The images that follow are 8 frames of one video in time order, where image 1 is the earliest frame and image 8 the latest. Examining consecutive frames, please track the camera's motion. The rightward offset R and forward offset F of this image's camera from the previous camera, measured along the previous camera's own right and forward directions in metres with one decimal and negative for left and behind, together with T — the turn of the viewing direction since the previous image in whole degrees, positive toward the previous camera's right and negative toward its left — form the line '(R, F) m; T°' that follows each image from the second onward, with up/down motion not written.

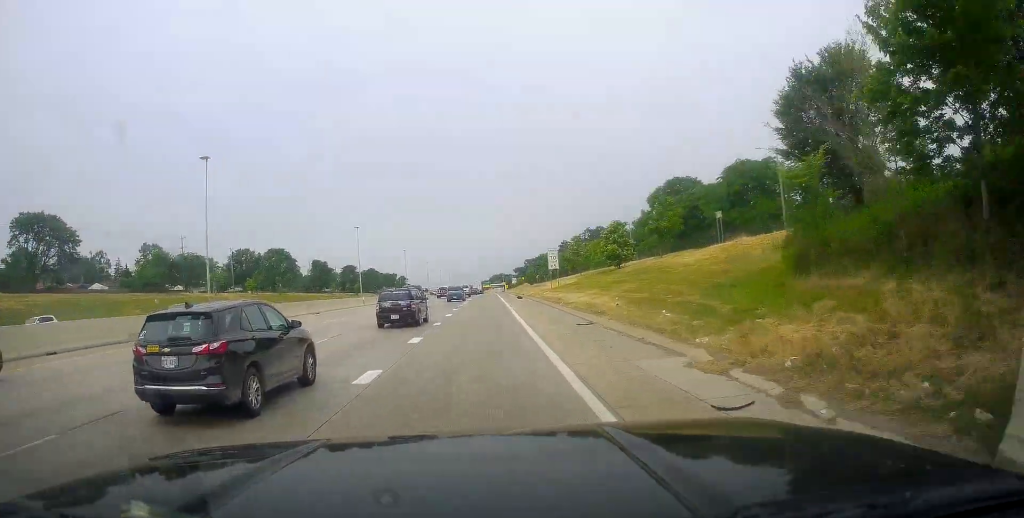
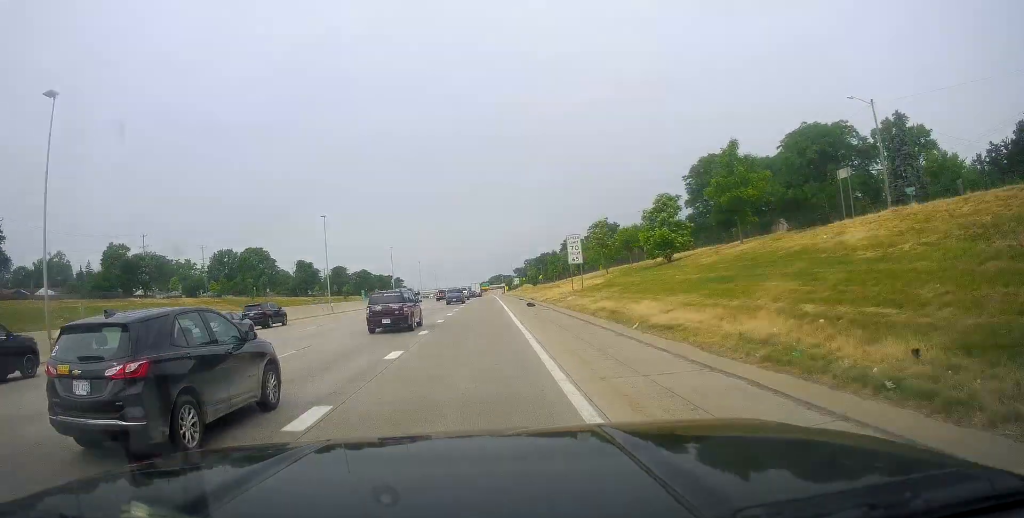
(-0.3, +18.8) m; -1°
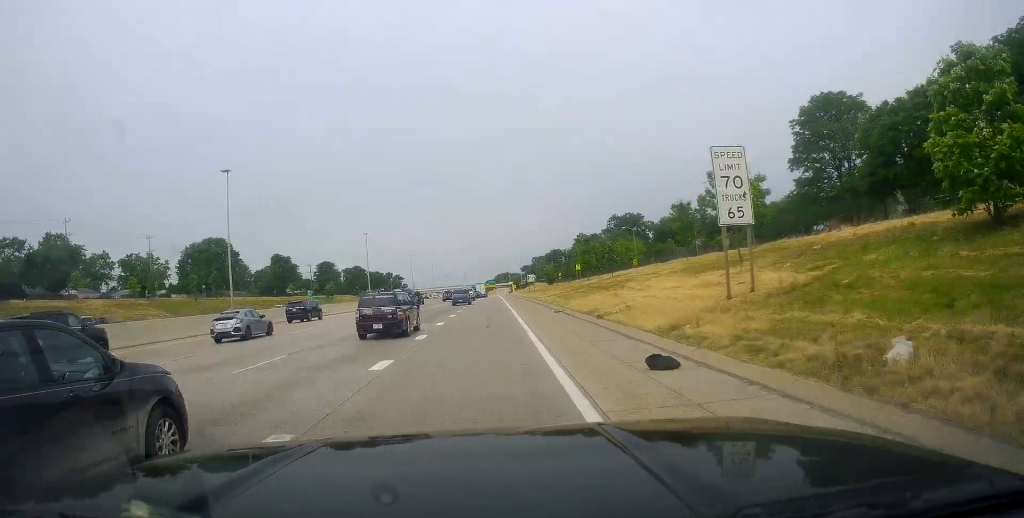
(-0.2, +32.0) m; 0°
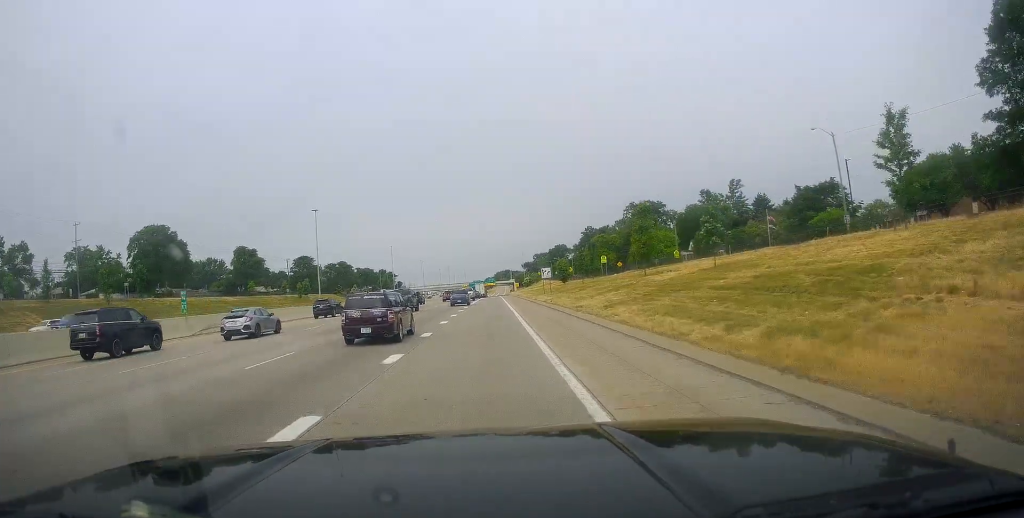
(0.0, +29.2) m; 0°
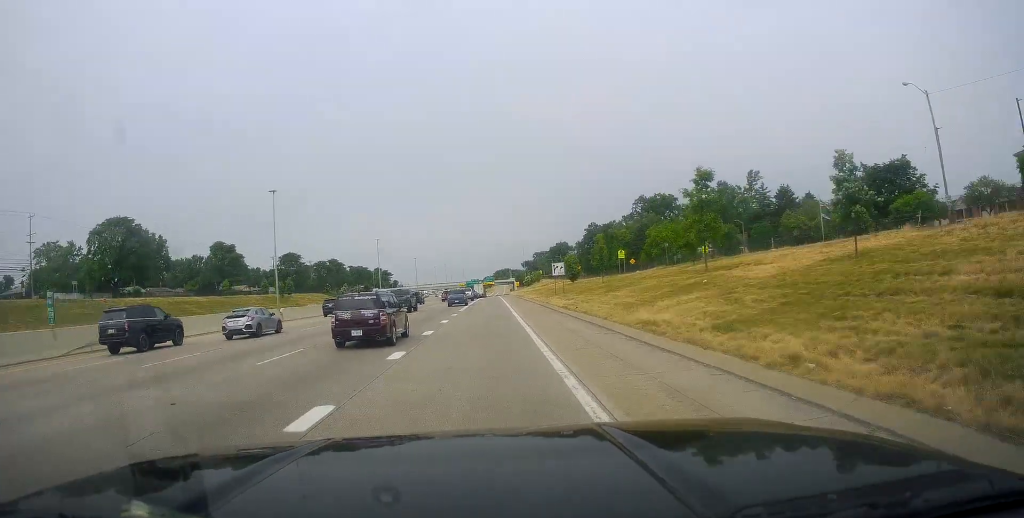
(0.0, +14.2) m; 0°
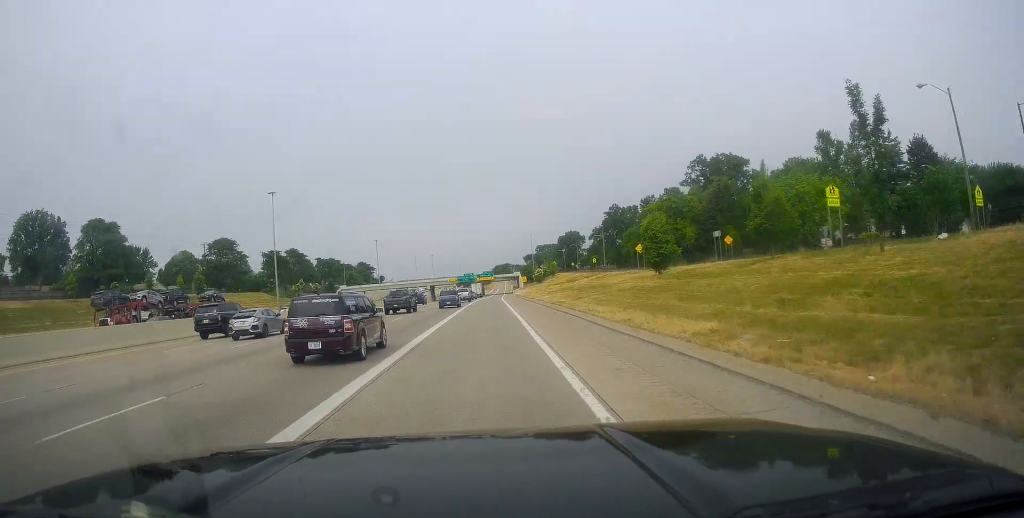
(0.0, +54.0) m; 0°
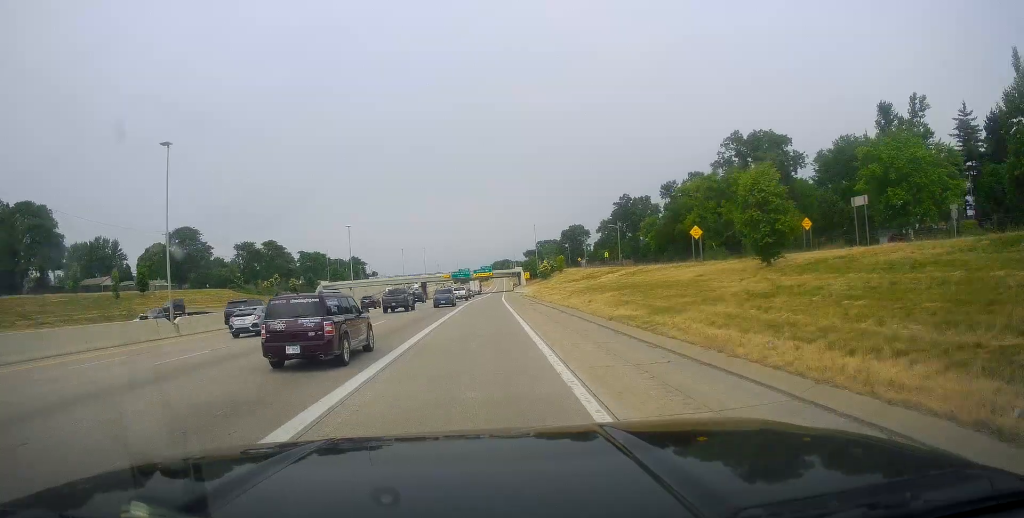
(-0.1, +20.8) m; +1°
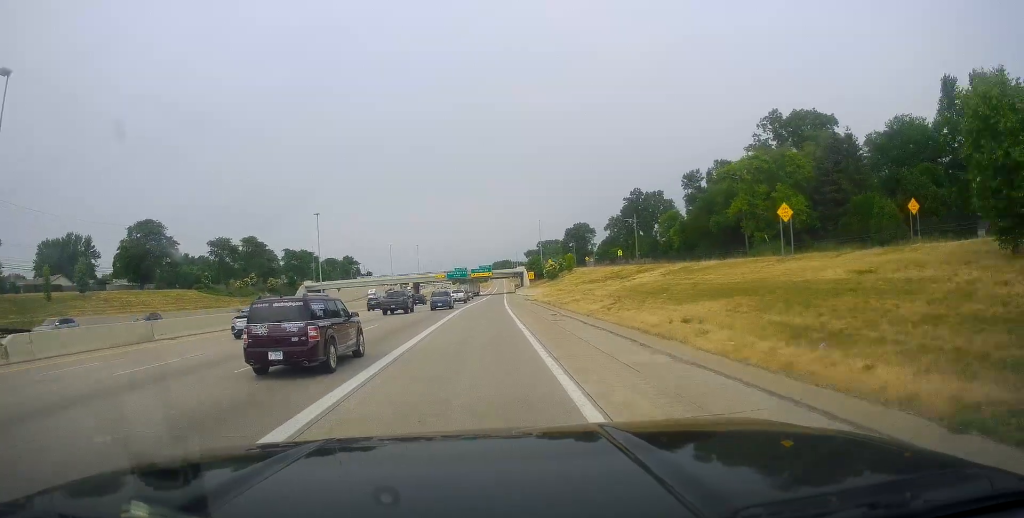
(+0.3, +17.0) m; 0°
